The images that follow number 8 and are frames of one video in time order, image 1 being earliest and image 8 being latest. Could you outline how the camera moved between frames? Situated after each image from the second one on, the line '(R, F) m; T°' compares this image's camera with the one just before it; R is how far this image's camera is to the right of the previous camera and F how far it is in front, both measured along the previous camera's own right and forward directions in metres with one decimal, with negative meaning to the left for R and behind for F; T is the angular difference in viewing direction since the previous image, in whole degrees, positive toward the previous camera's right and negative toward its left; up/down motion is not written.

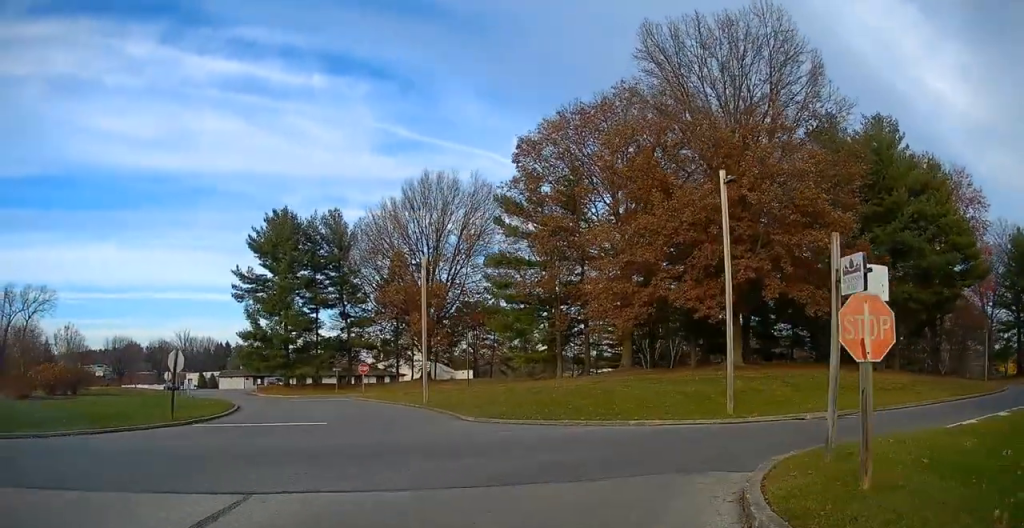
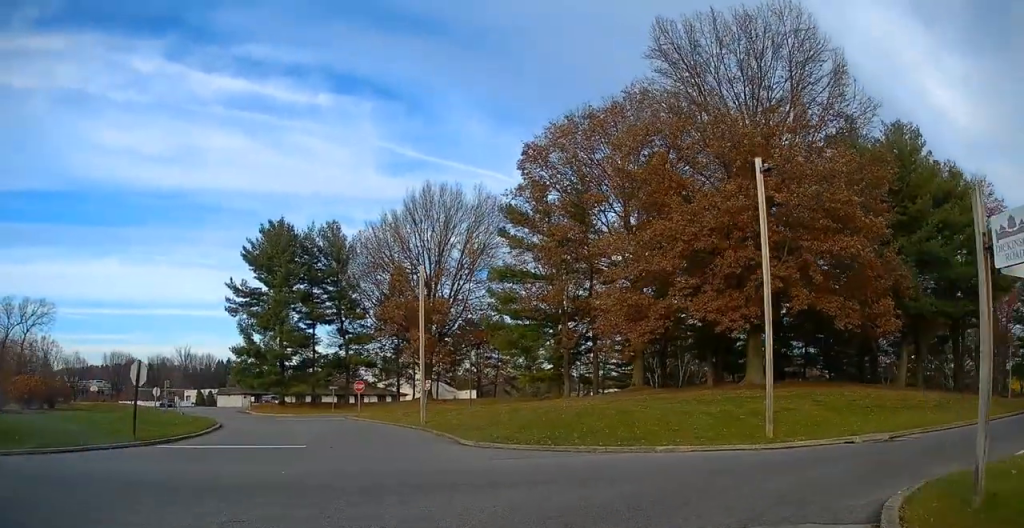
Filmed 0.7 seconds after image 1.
(0.0, +3.3) m; -1°
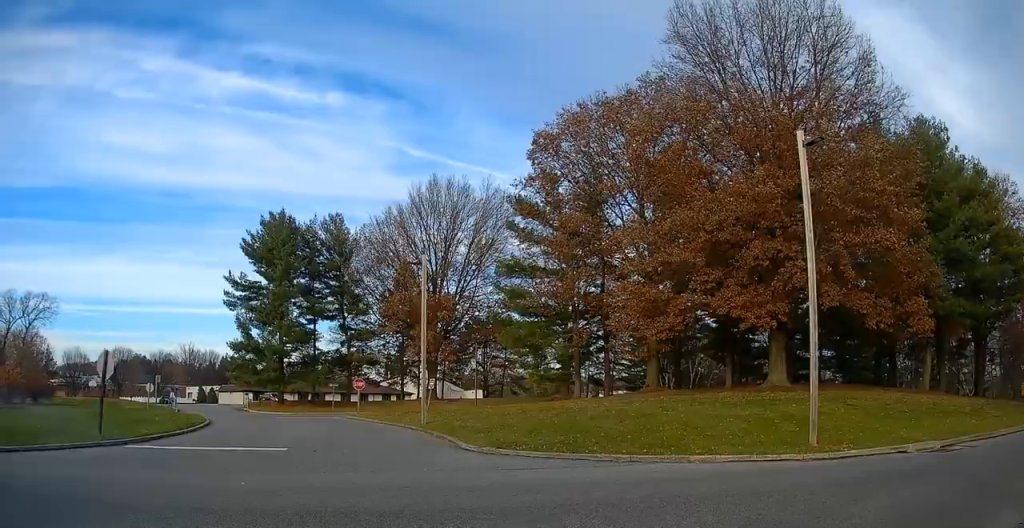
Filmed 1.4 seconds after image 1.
(+0.1, +3.0) m; -2°
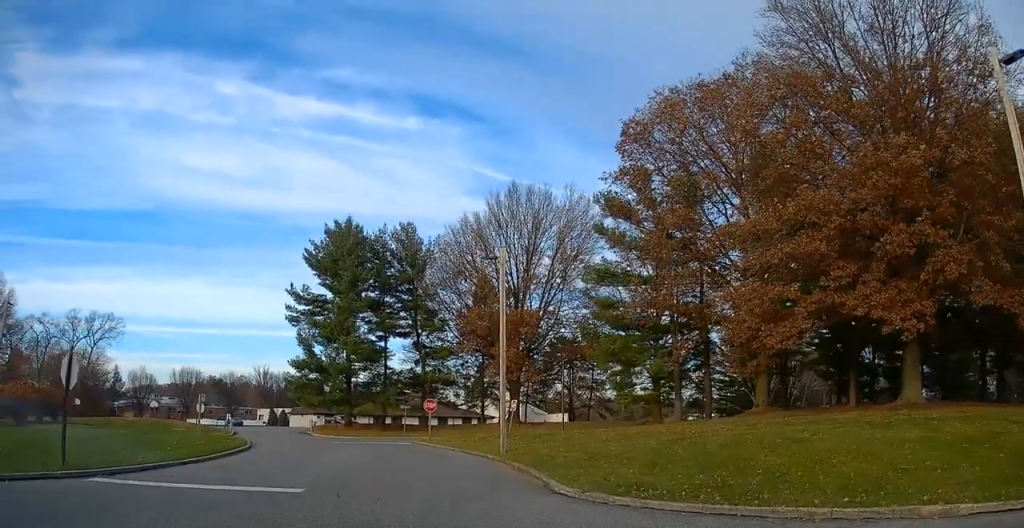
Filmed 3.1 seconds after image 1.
(-0.7, +4.6) m; -9°
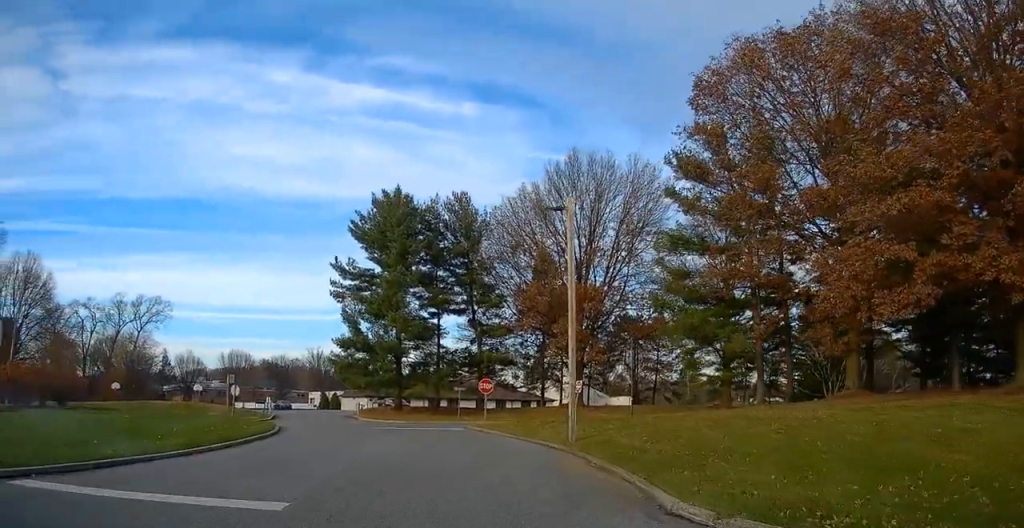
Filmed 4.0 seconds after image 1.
(+0.1, +3.5) m; -2°
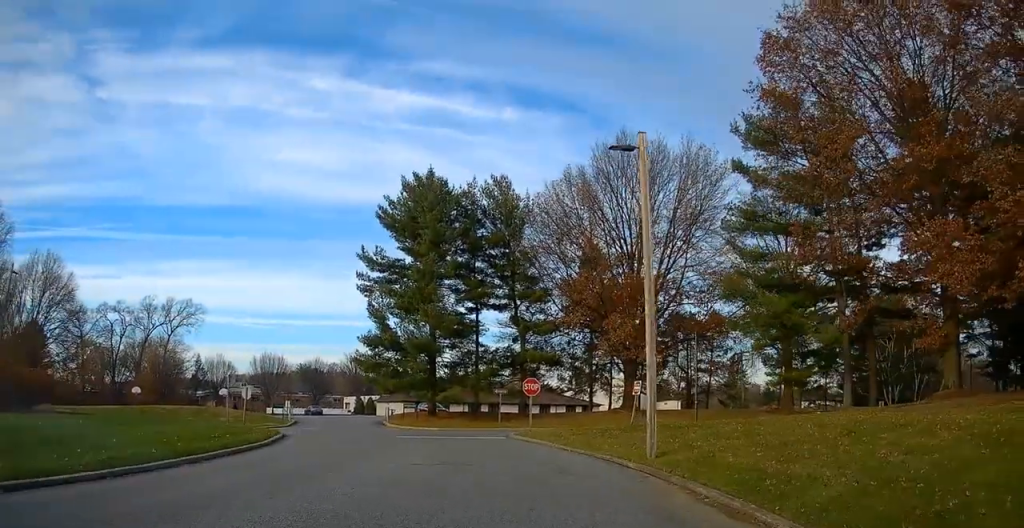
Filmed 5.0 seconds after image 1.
(-0.3, +5.0) m; -1°
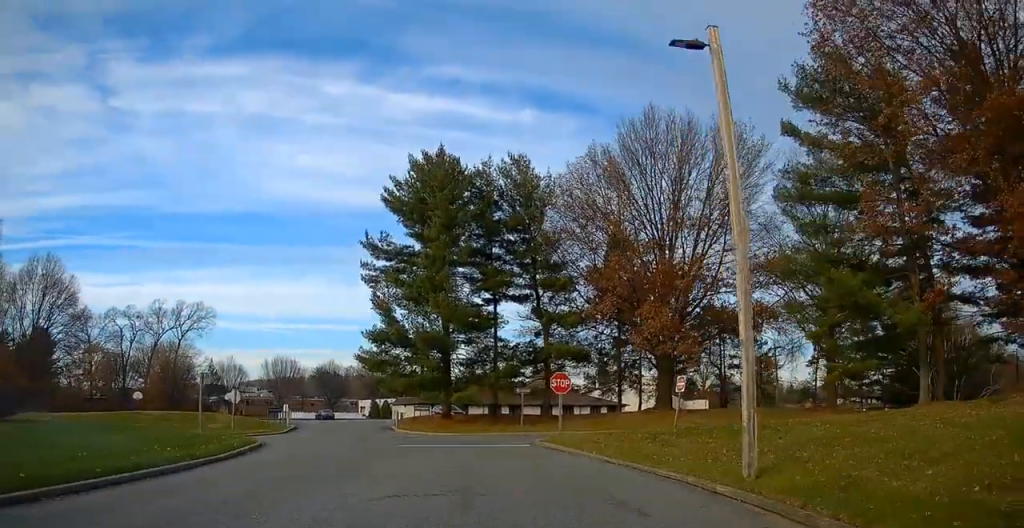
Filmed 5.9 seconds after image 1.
(+0.1, +4.9) m; 0°
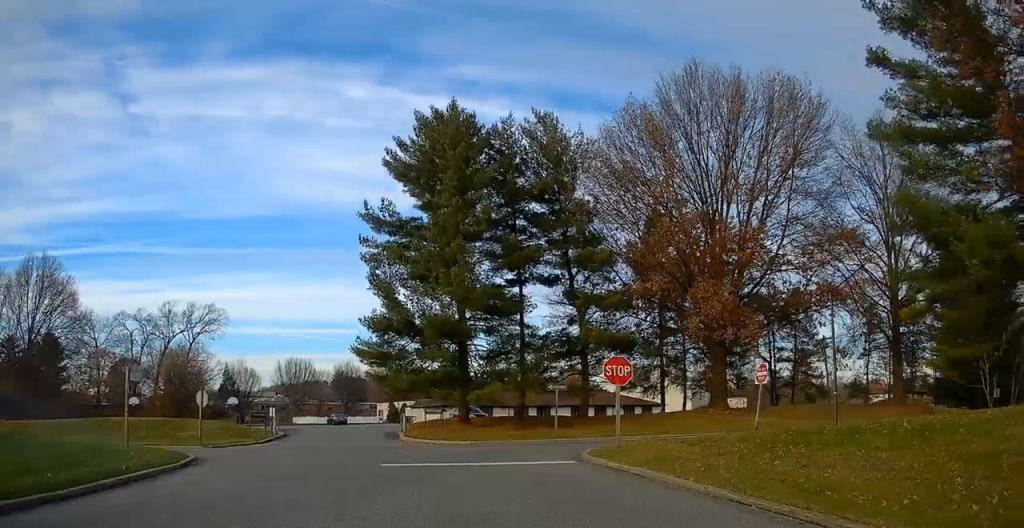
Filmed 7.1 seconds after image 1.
(-0.2, +7.5) m; -5°
